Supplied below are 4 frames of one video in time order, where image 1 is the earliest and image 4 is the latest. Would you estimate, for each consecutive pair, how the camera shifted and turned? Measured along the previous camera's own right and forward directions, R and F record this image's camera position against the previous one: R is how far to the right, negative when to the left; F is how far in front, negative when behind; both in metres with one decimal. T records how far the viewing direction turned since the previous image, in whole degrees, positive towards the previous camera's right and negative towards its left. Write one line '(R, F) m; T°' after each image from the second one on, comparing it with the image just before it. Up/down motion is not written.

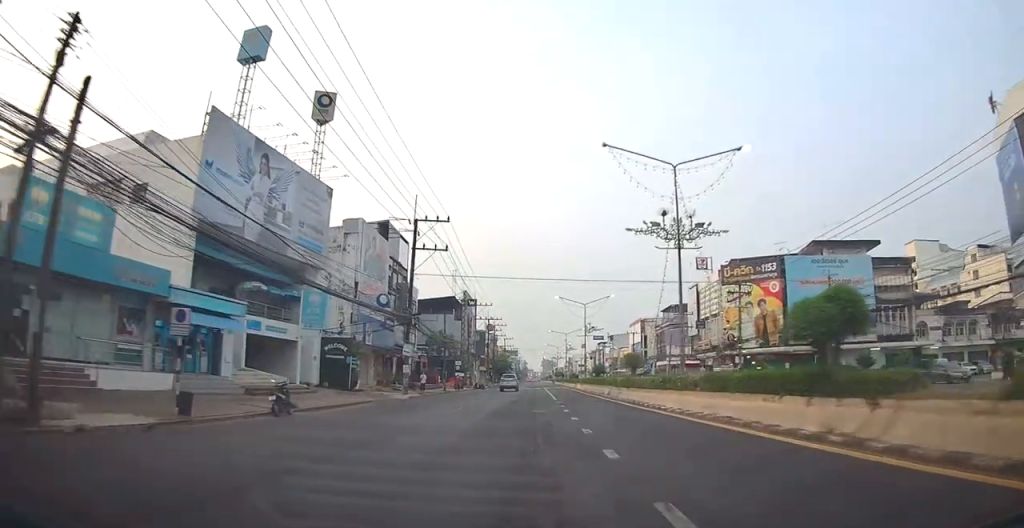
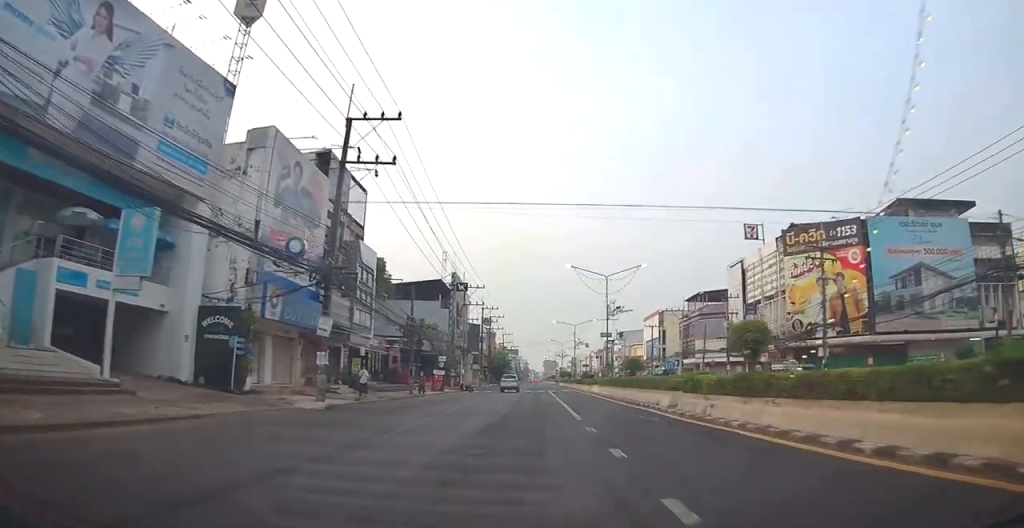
(-0.4, +16.5) m; -1°
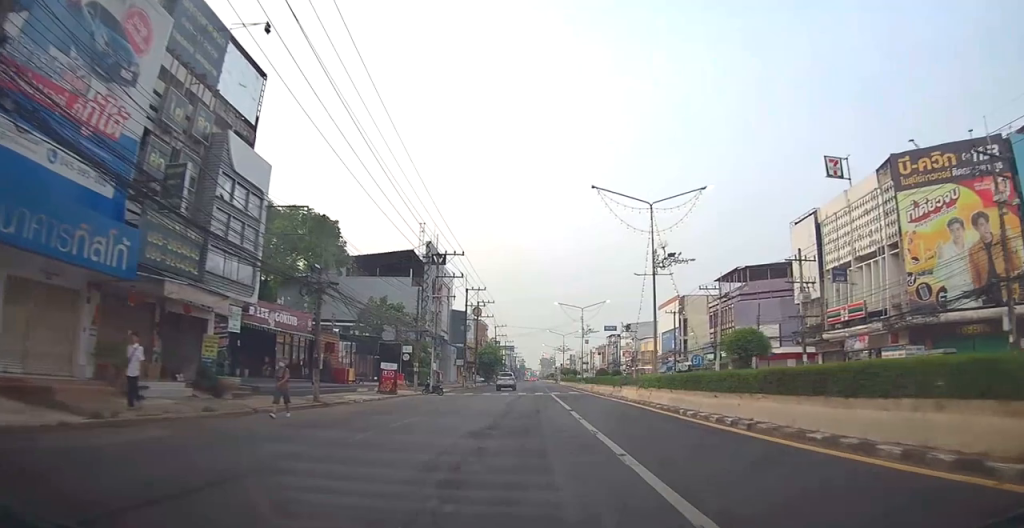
(+0.3, +18.2) m; +3°
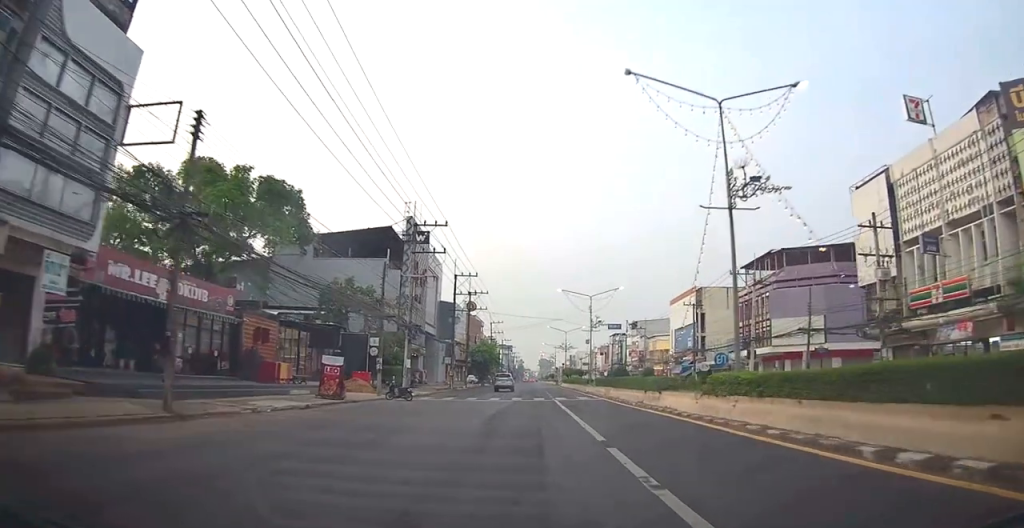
(+0.2, +10.7) m; +1°
